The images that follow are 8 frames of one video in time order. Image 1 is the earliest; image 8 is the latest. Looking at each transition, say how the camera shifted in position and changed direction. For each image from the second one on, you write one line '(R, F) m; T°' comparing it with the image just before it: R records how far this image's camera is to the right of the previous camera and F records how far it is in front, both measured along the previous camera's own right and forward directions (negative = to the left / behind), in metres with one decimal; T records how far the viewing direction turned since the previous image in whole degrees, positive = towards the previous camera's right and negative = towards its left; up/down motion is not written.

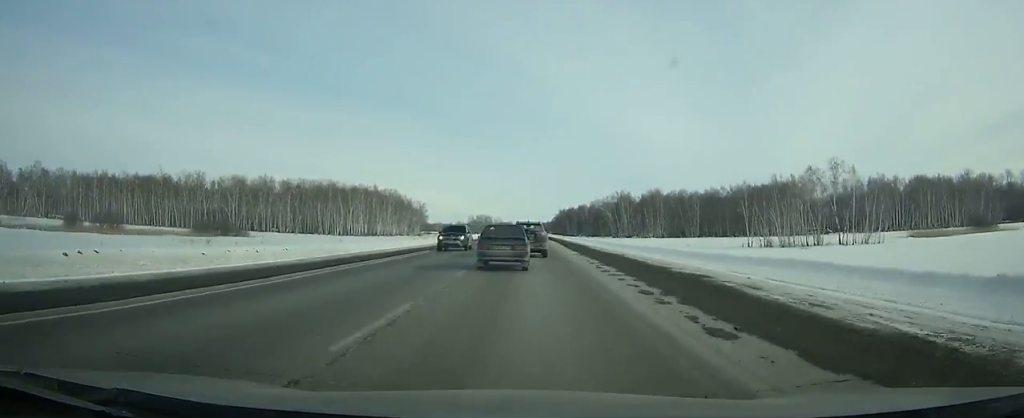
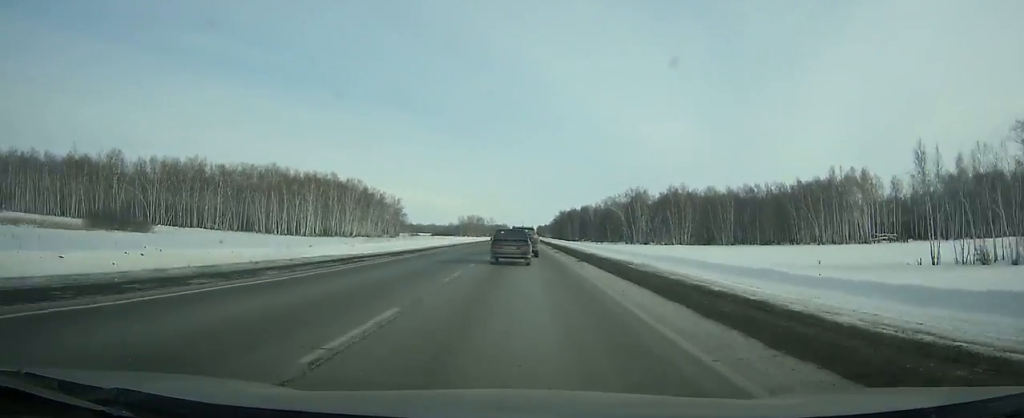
(0.0, +51.0) m; 0°
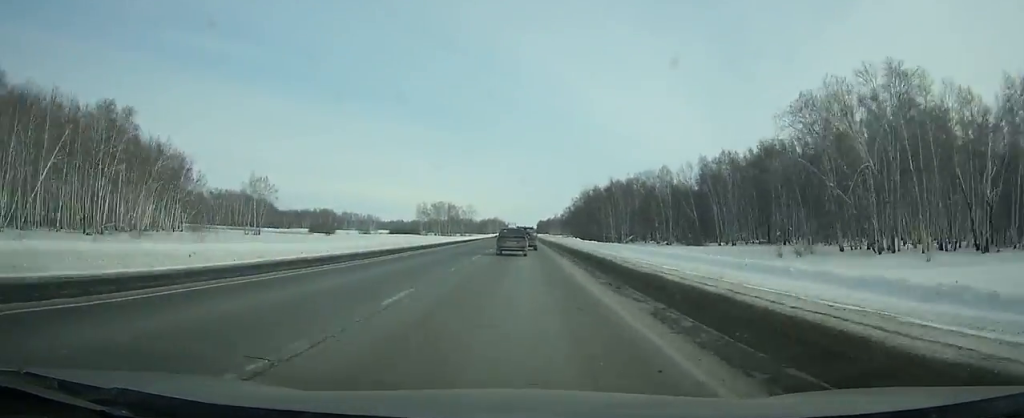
(-0.1, +172.3) m; 0°
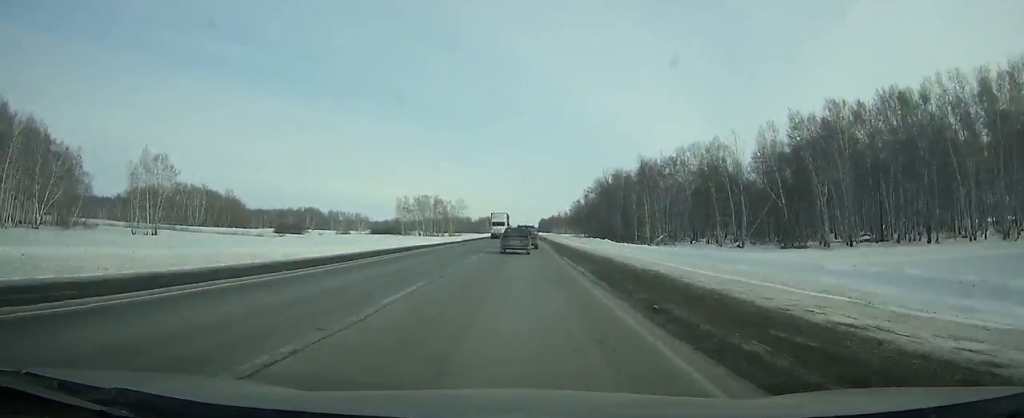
(-0.1, +47.6) m; 0°
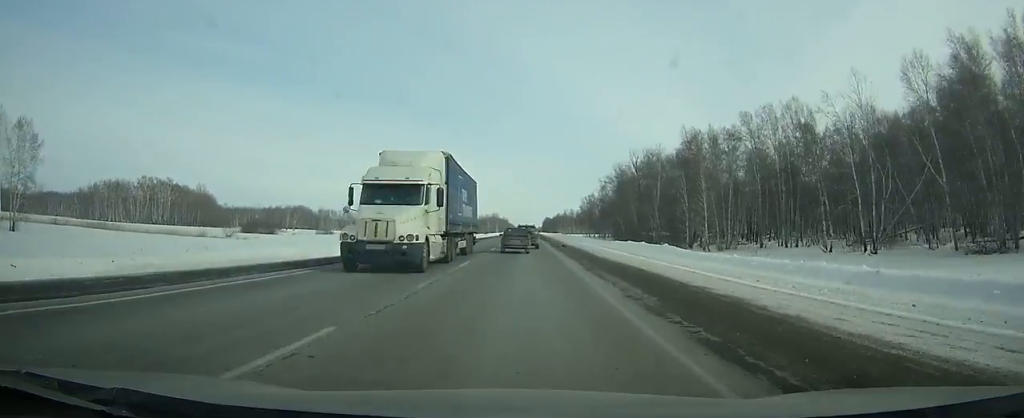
(-0.1, +37.5) m; 0°
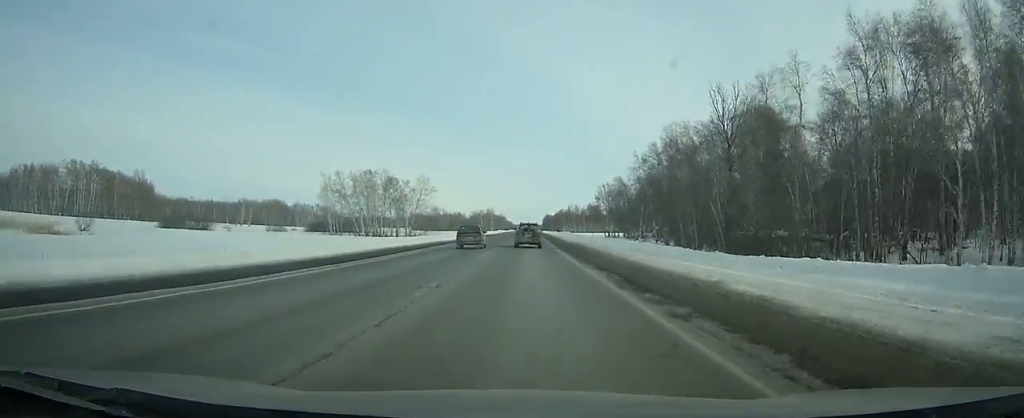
(-0.1, +56.6) m; 0°
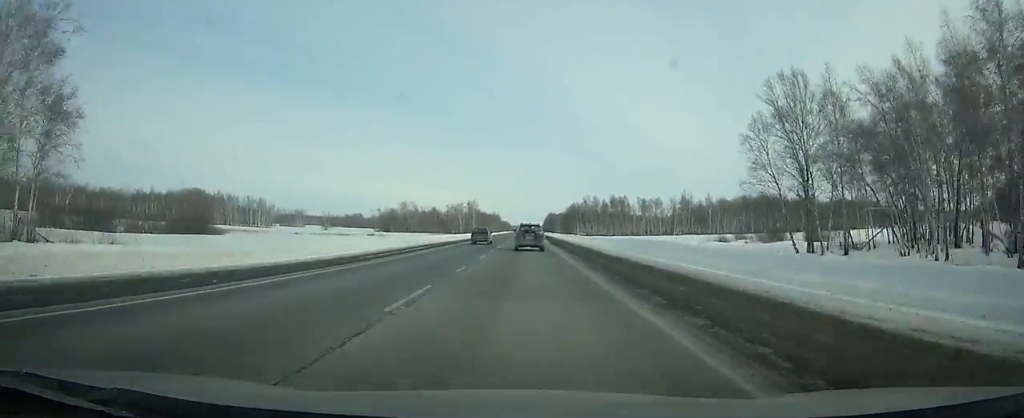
(0.0, +130.0) m; 0°
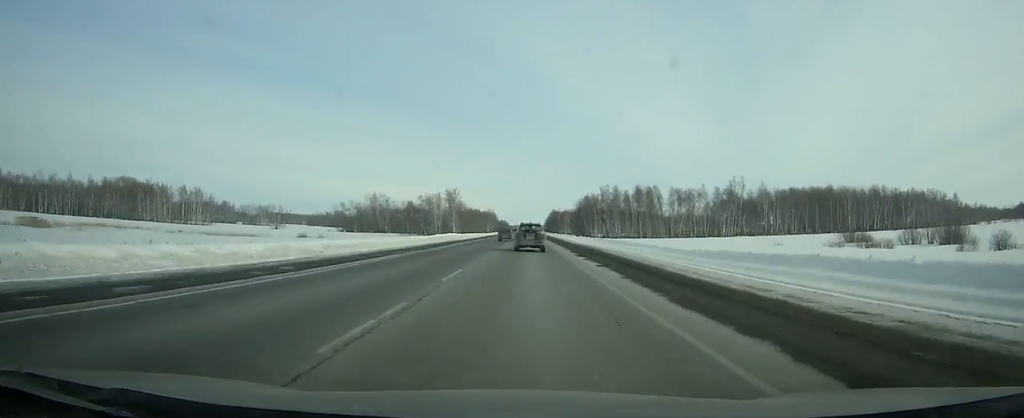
(+0.5, +75.7) m; 0°
